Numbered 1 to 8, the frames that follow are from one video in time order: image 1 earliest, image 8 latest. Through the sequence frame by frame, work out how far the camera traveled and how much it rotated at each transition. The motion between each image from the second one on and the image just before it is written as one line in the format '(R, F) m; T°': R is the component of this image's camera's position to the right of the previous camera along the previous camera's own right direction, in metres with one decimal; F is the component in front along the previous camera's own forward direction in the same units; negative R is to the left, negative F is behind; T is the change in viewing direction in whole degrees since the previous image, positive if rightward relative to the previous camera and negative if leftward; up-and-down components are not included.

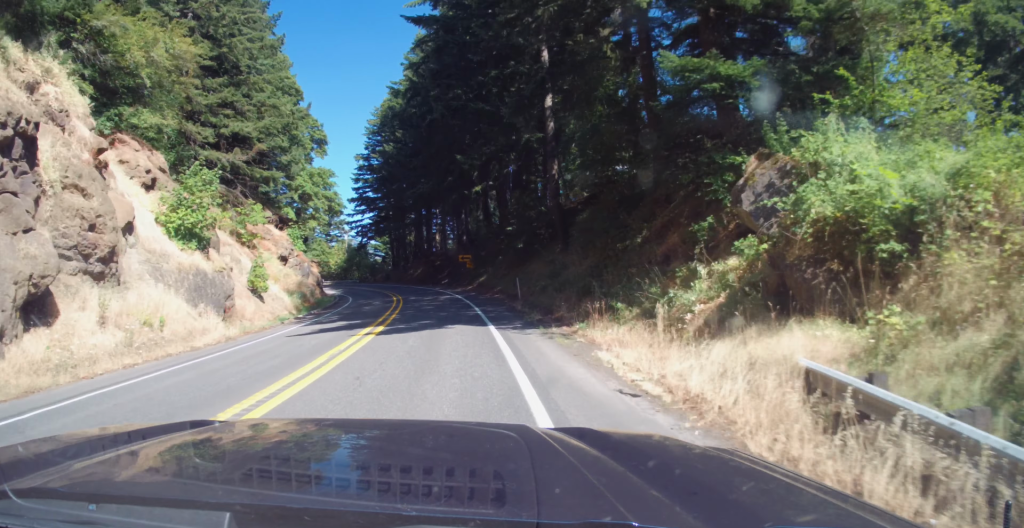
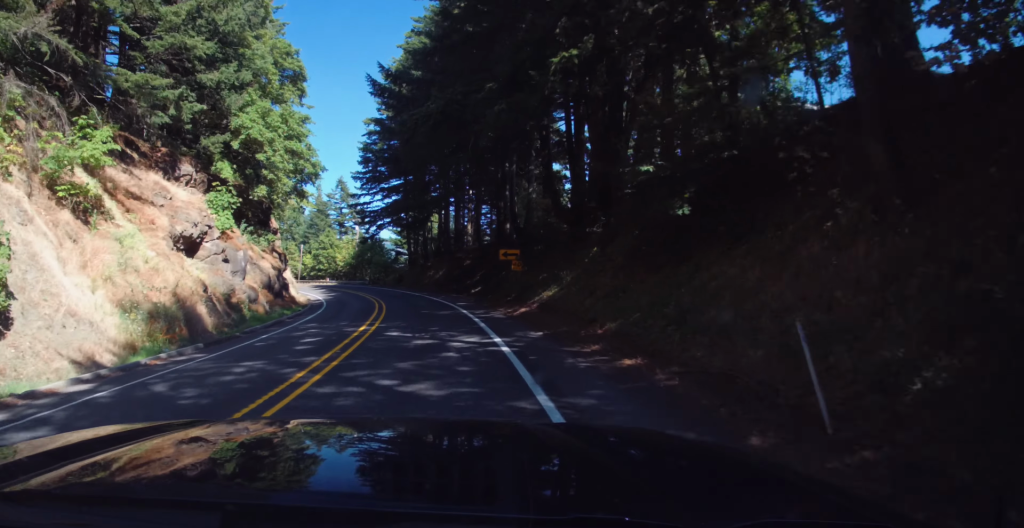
(-0.7, +24.4) m; -4°
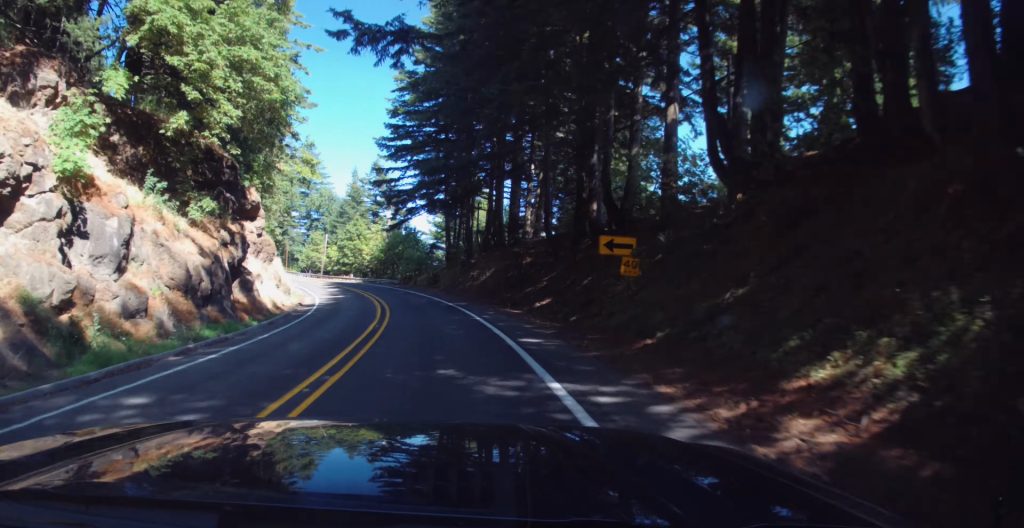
(-0.5, +17.0) m; -2°
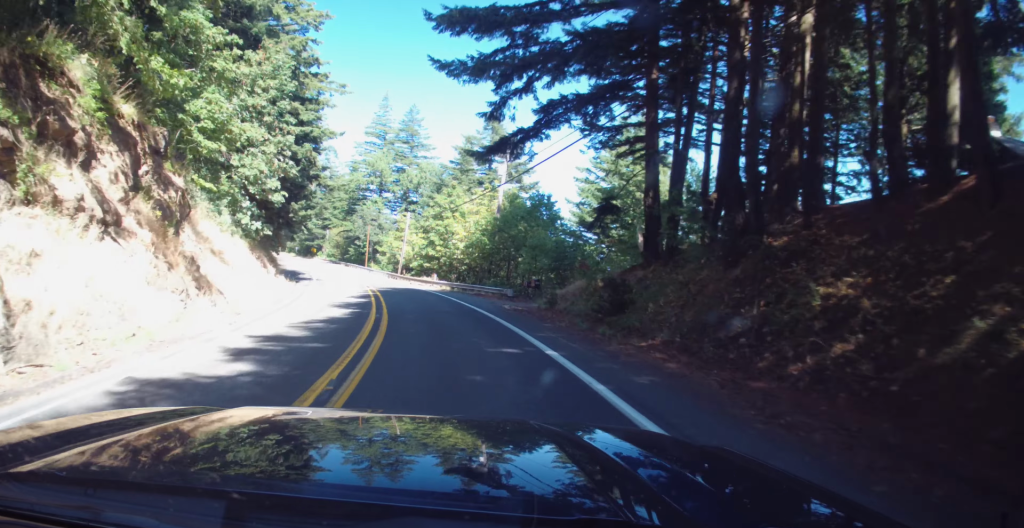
(-1.4, +37.9) m; -11°
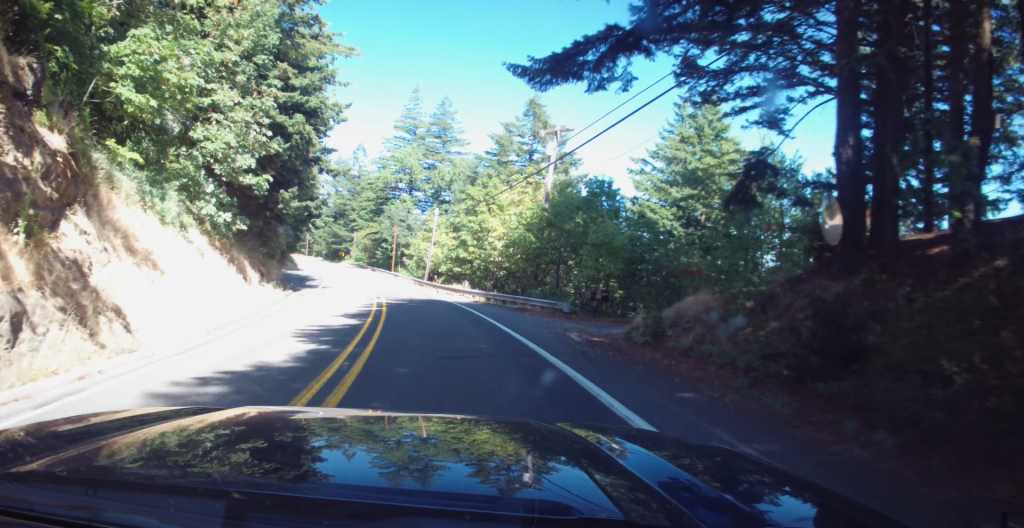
(+0.3, +9.8) m; -5°
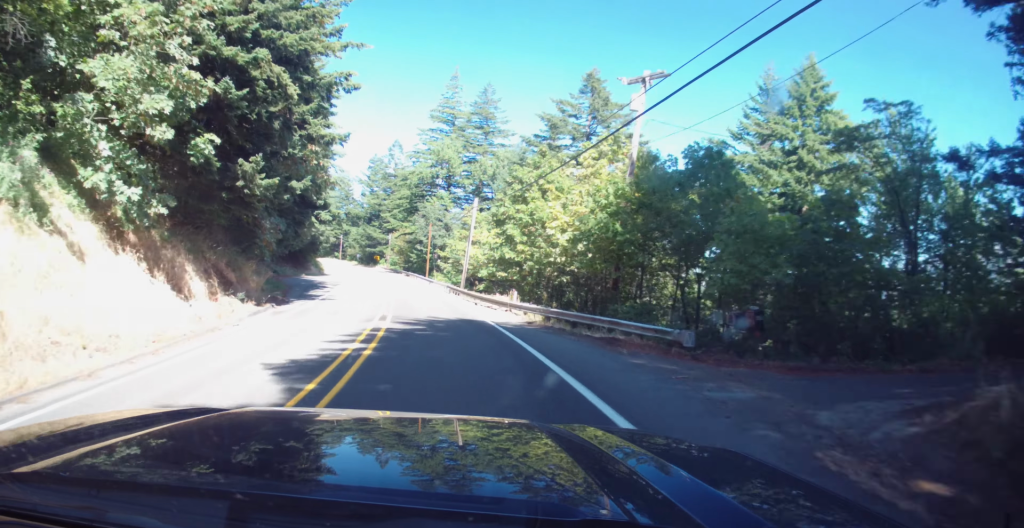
(-1.8, +11.1) m; -5°
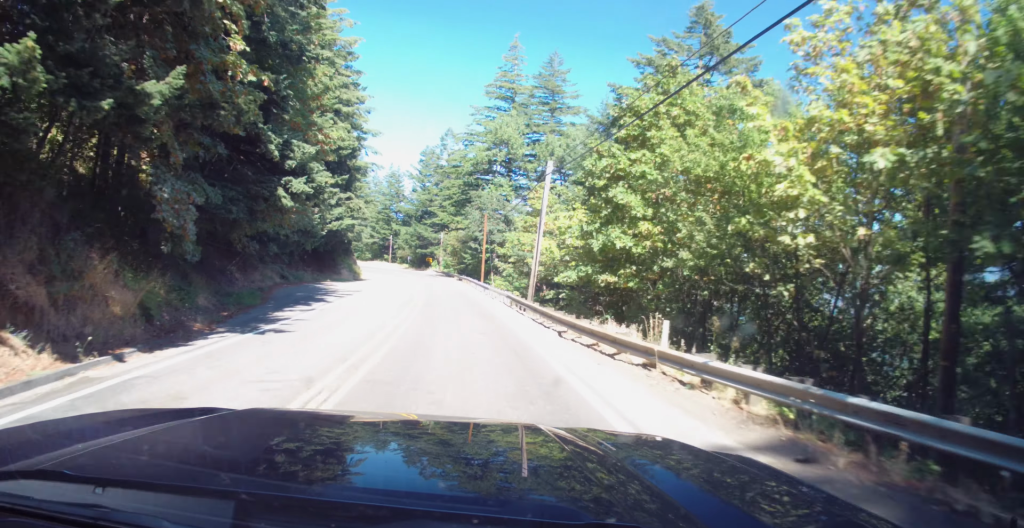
(-1.2, +16.5) m; -4°
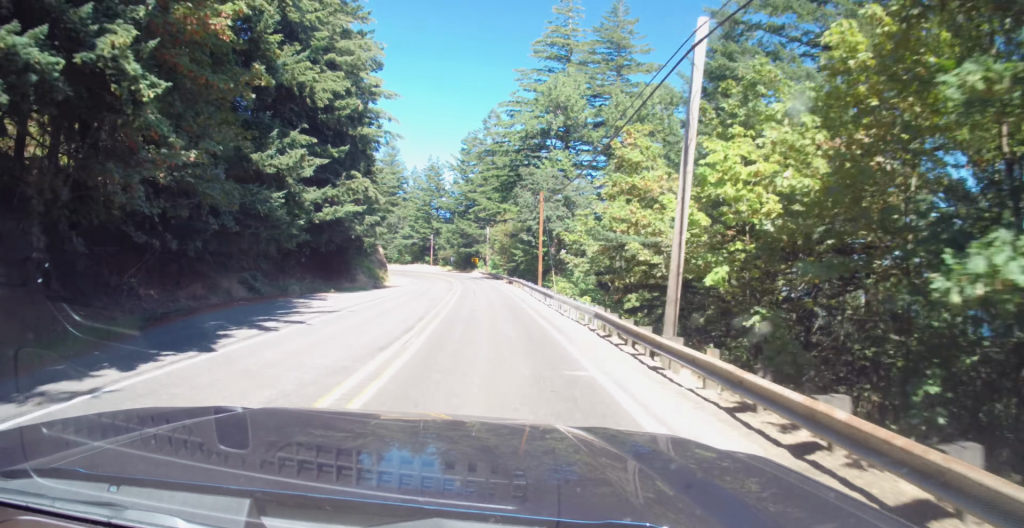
(0.0, +17.8) m; 0°
